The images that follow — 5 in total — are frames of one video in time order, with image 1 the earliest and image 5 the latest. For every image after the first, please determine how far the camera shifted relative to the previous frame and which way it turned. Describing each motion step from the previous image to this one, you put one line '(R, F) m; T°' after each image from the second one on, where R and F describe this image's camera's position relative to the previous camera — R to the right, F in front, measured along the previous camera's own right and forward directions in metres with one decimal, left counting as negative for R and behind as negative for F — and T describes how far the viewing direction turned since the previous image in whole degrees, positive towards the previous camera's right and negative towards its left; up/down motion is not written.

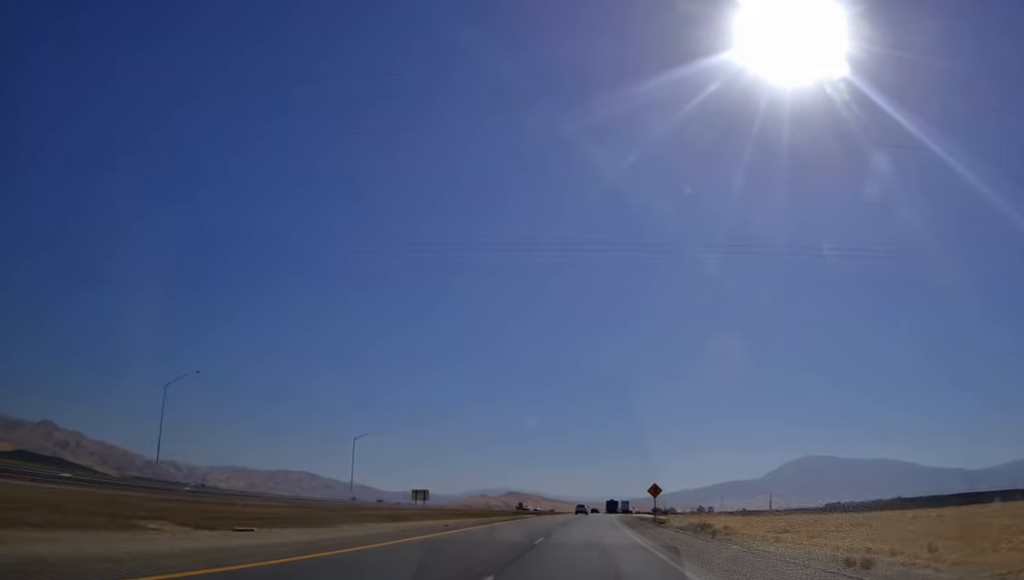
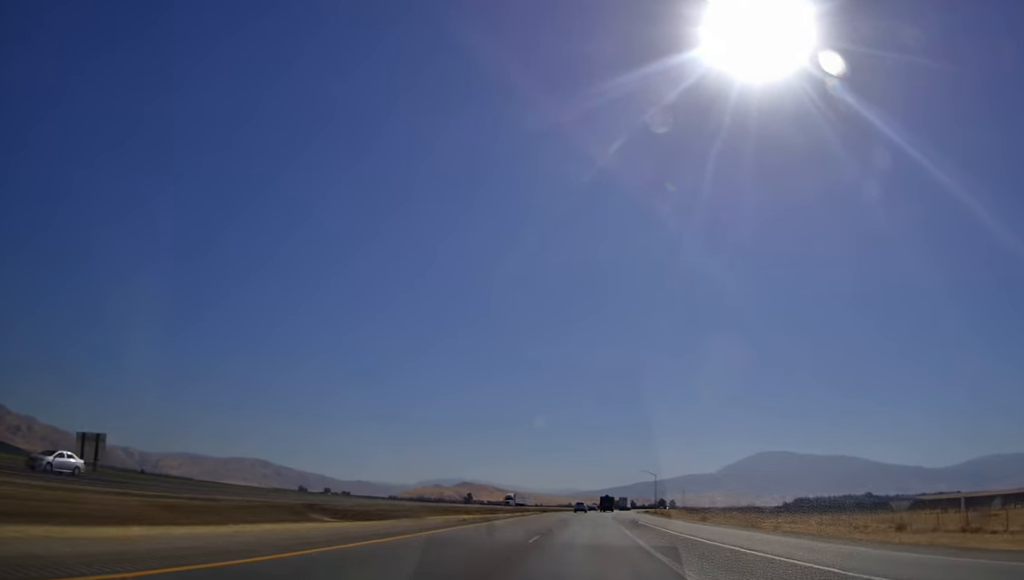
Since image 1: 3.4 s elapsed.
(+3.1, +100.2) m; +4°
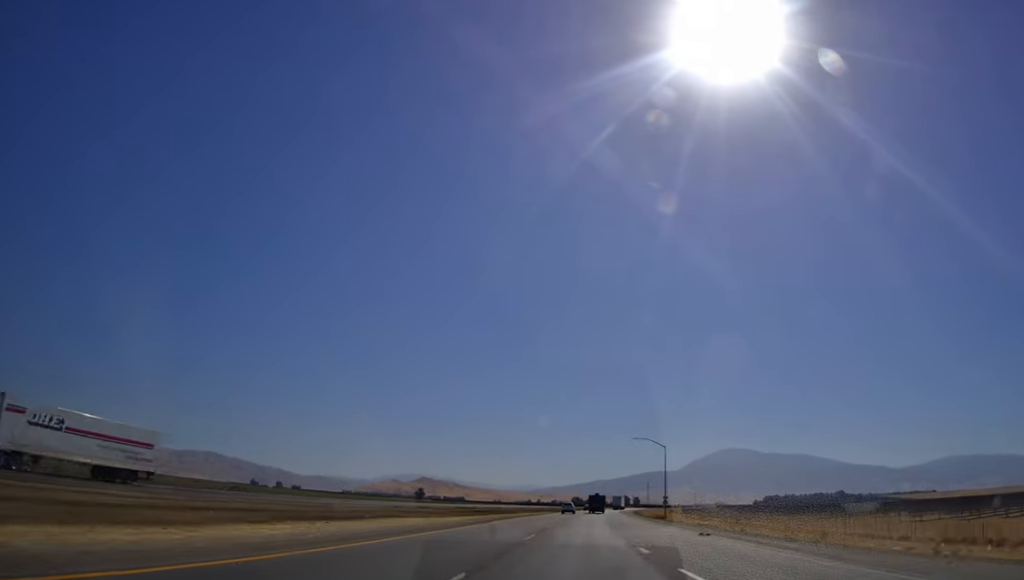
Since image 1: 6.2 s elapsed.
(+3.6, +88.5) m; +4°
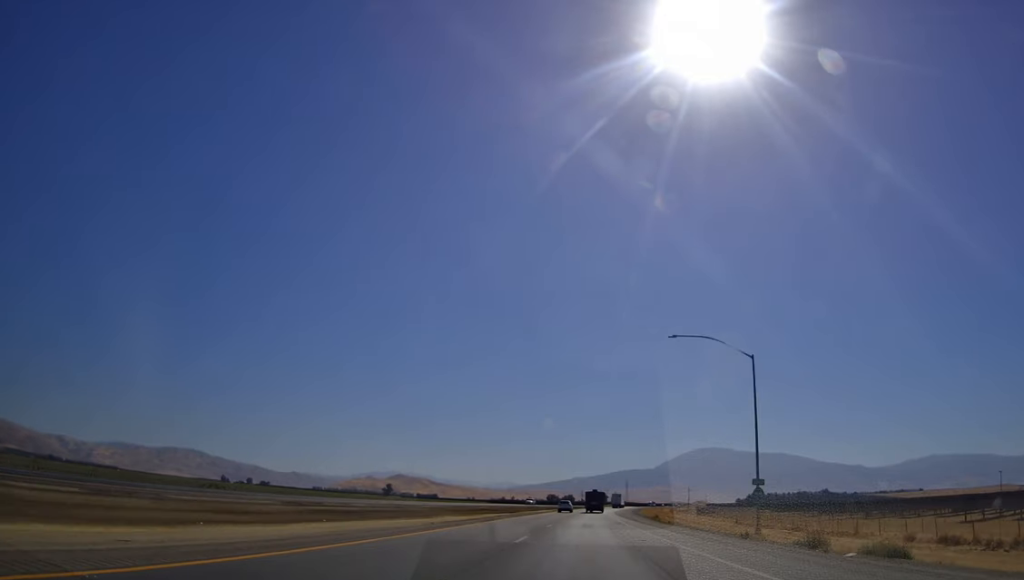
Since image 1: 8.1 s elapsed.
(+1.2, +59.7) m; +2°
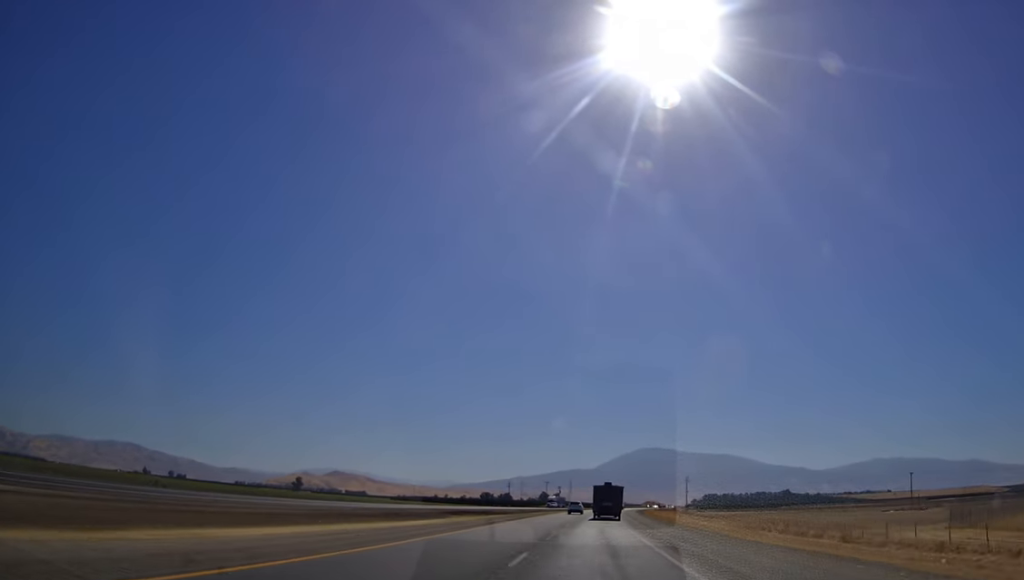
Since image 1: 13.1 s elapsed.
(+6.1, +152.4) m; +5°
